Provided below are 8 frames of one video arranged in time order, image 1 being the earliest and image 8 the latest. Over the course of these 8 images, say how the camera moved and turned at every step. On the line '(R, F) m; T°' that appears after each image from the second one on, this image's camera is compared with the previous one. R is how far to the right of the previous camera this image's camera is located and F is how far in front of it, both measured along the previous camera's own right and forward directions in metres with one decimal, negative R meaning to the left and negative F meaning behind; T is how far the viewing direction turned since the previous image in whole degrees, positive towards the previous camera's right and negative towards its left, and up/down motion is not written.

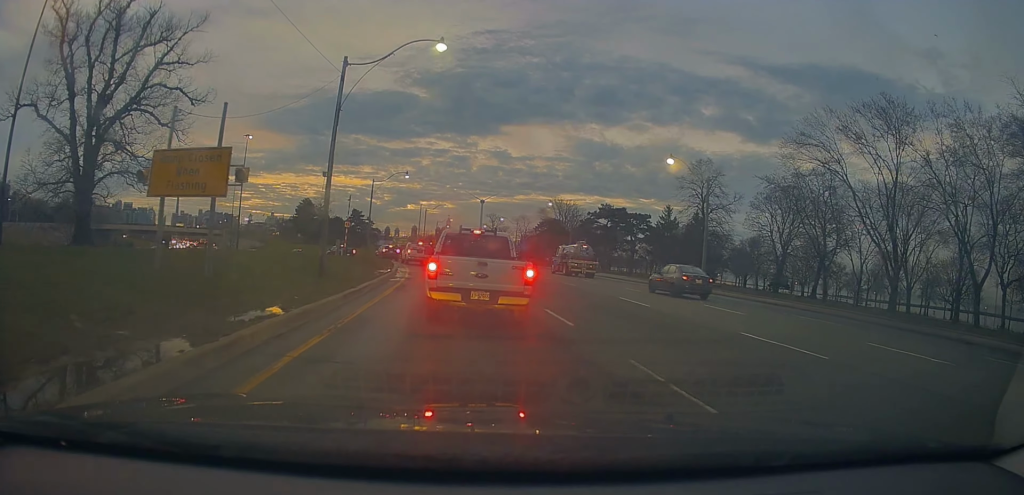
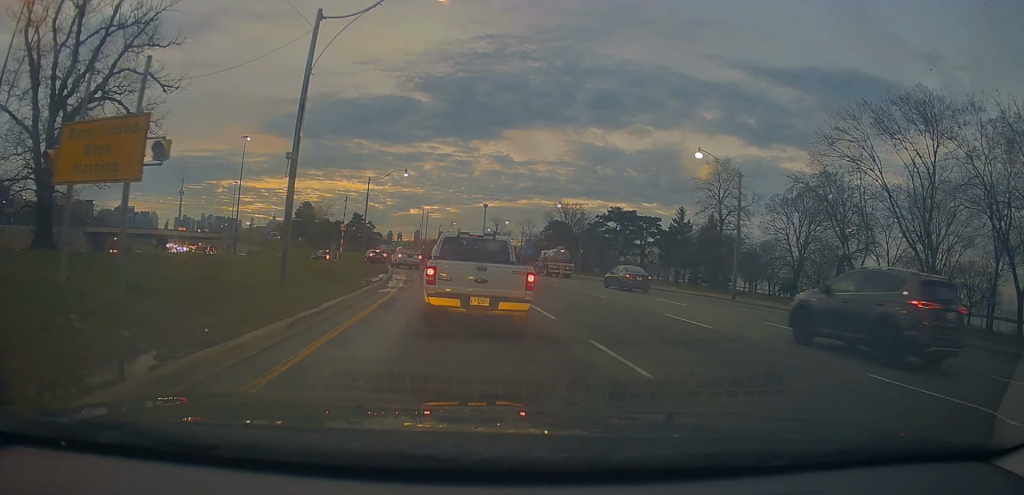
(-0.3, +4.3) m; -2°
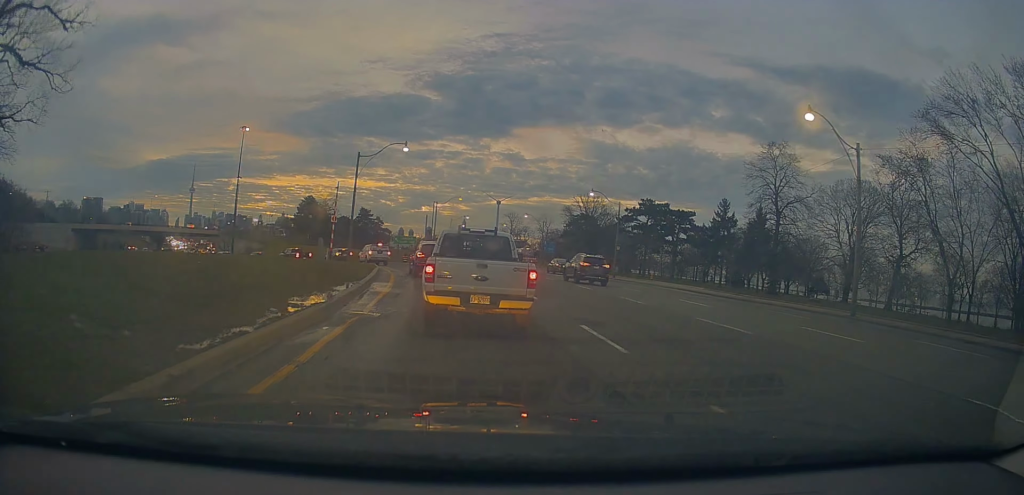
(+0.5, +10.8) m; +6°
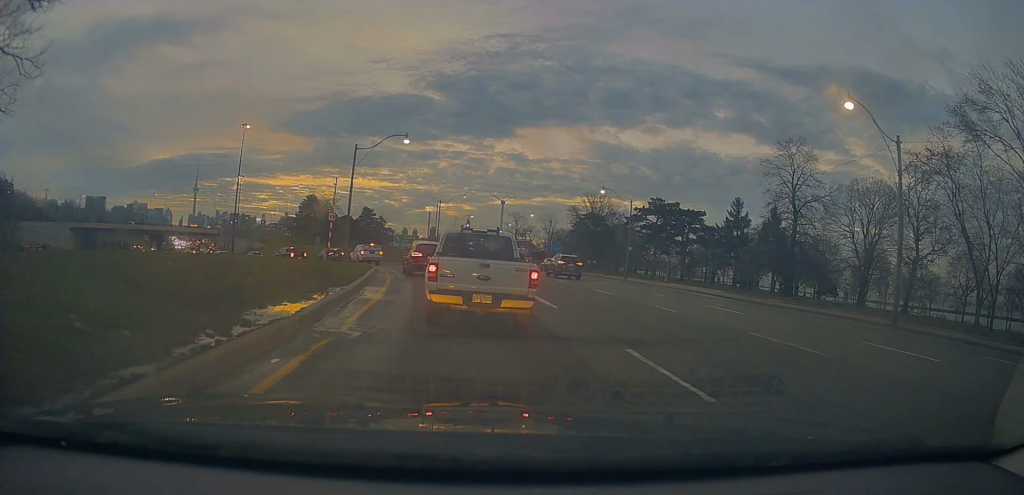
(0.0, +2.7) m; 0°
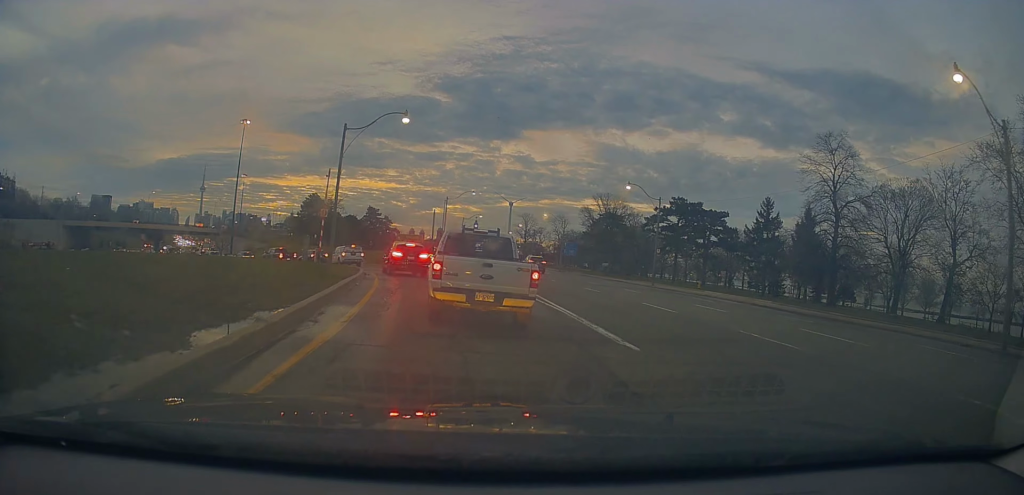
(-0.1, +6.0) m; 0°
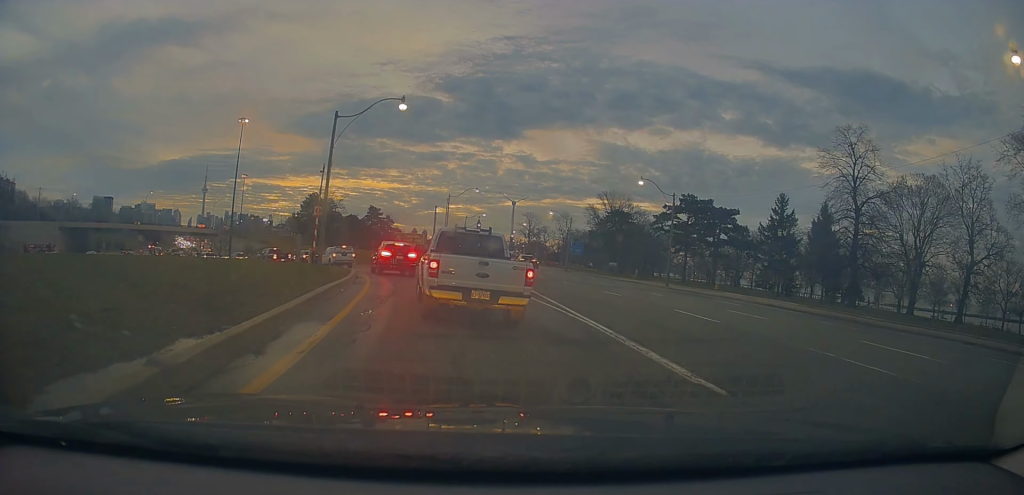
(0.0, +2.7) m; 0°
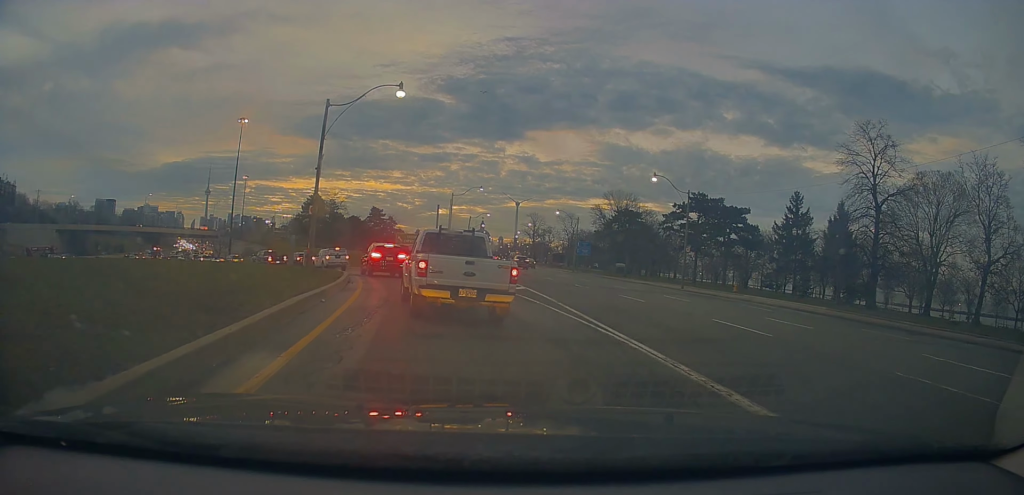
(0.0, +2.6) m; 0°
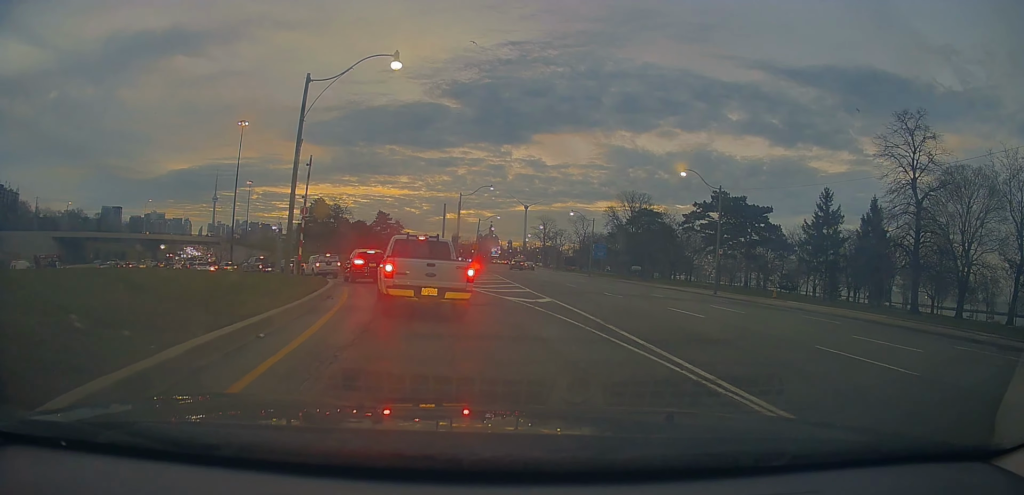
(-0.1, +4.6) m; -6°
